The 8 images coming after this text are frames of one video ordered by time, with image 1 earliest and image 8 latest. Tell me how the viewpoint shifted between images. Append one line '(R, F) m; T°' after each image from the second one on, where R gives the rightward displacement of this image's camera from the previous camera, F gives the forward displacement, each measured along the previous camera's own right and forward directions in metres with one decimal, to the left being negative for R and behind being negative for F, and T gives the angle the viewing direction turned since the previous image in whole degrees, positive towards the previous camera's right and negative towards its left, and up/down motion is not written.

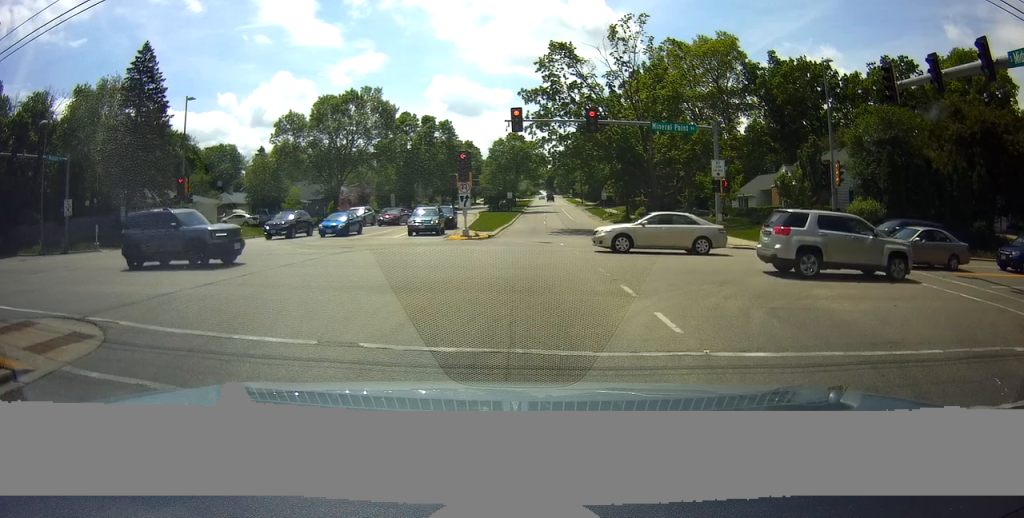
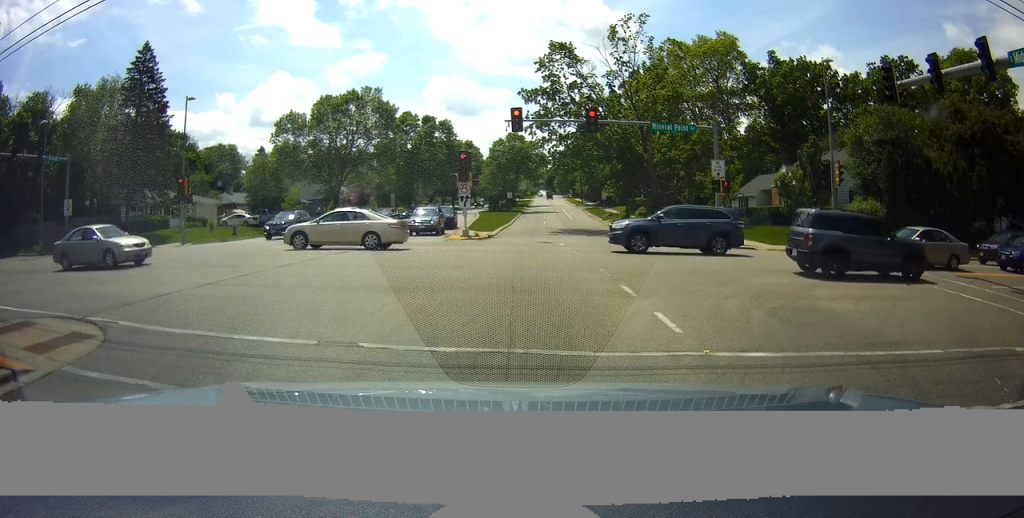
(0.0, 0.0) m; 0°
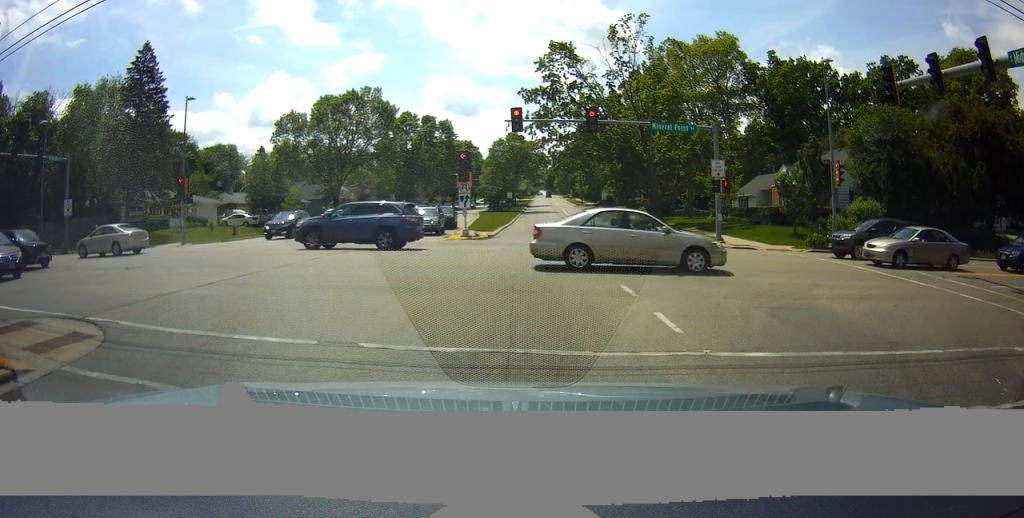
(0.0, 0.0) m; 0°
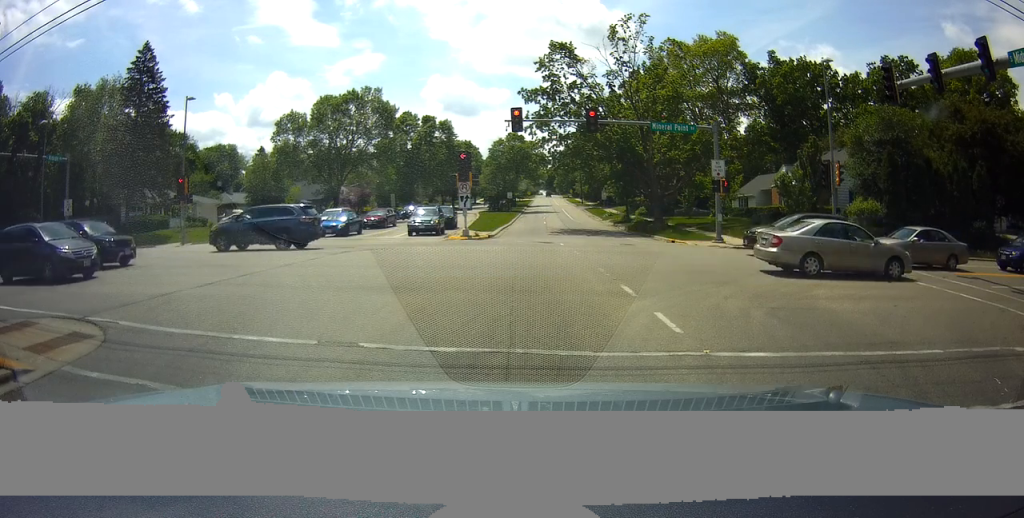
(0.0, 0.0) m; 0°
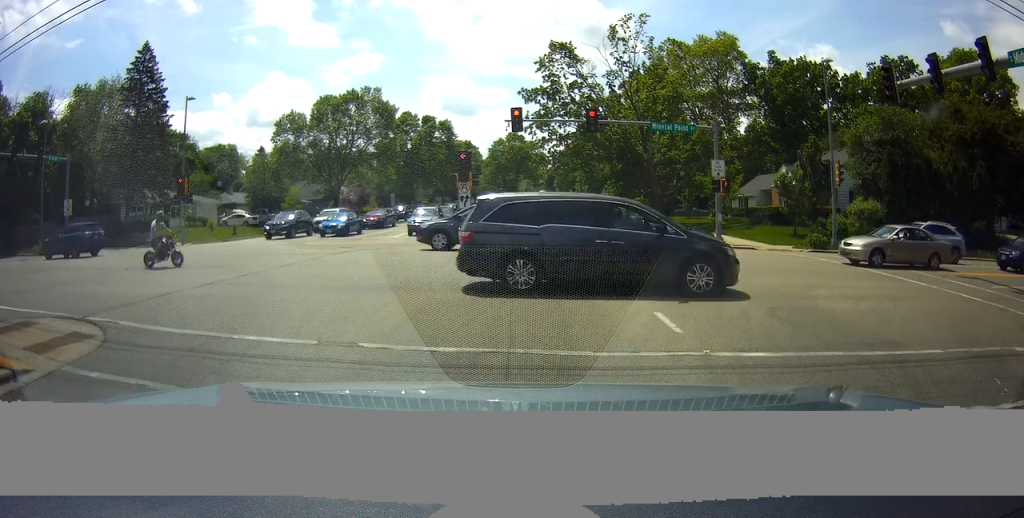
(0.0, 0.0) m; 0°
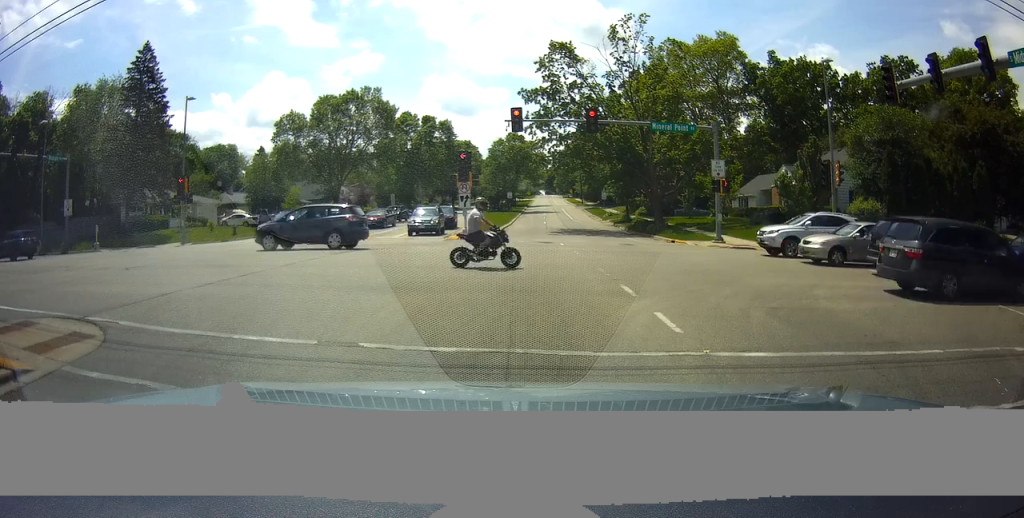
(0.0, 0.0) m; 0°
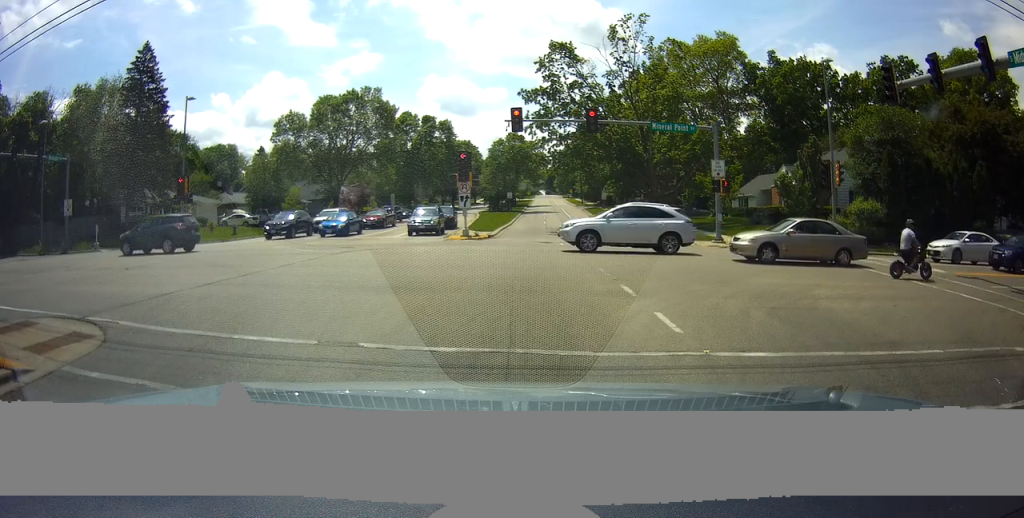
(0.0, 0.0) m; 0°
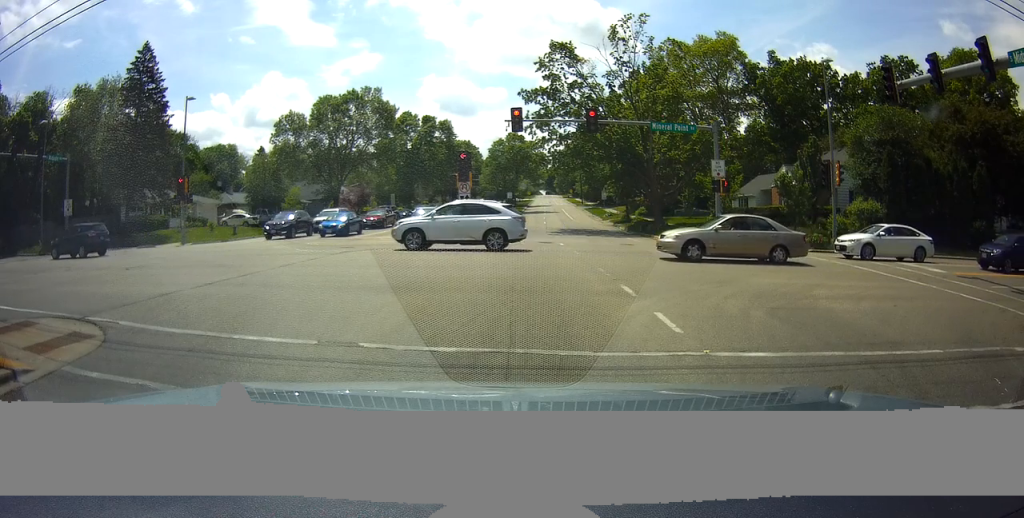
(0.0, 0.0) m; 0°
